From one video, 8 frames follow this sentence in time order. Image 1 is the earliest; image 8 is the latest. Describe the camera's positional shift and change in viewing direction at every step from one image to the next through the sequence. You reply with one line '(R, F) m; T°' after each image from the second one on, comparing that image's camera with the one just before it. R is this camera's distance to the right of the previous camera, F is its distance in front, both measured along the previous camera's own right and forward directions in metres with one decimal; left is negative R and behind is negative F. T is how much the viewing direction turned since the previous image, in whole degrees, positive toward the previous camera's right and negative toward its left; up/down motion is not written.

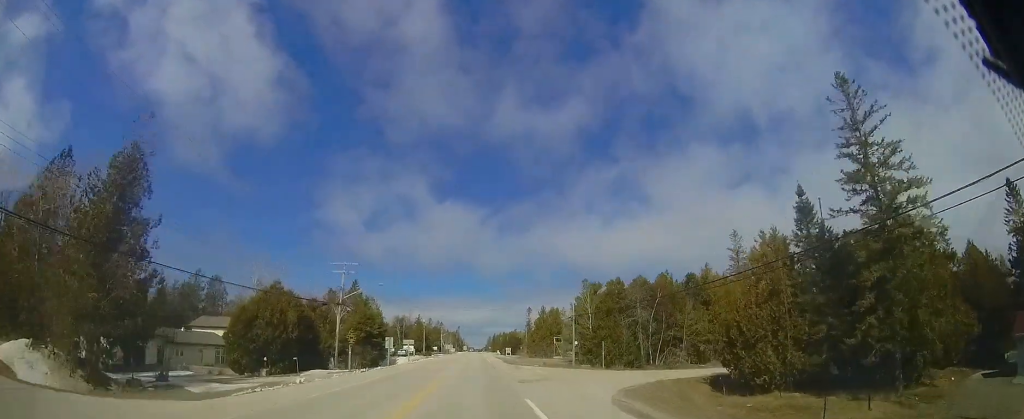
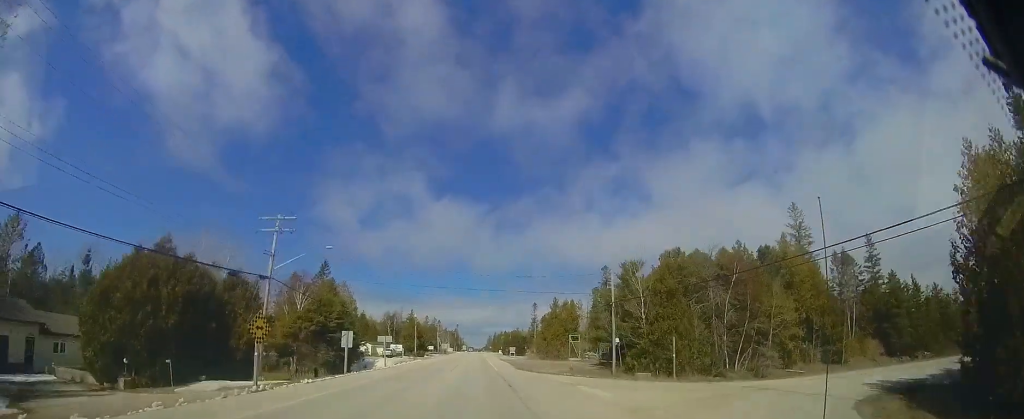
(0.0, +12.9) m; 0°
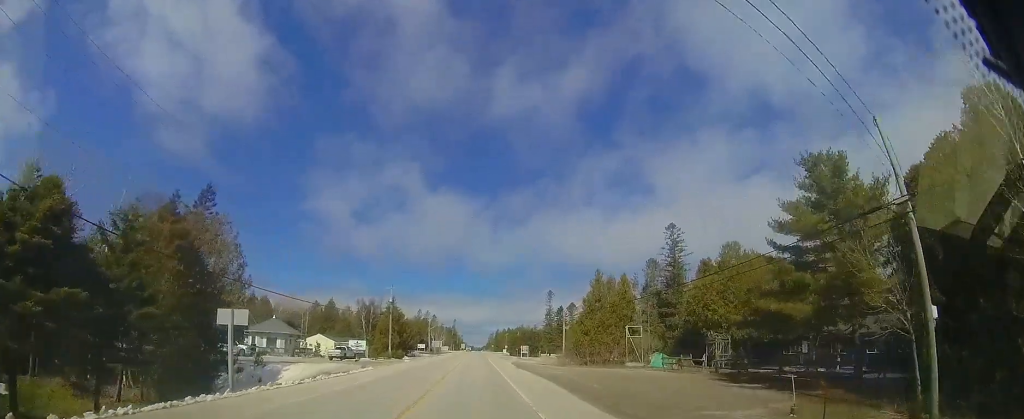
(0.0, +24.2) m; 0°
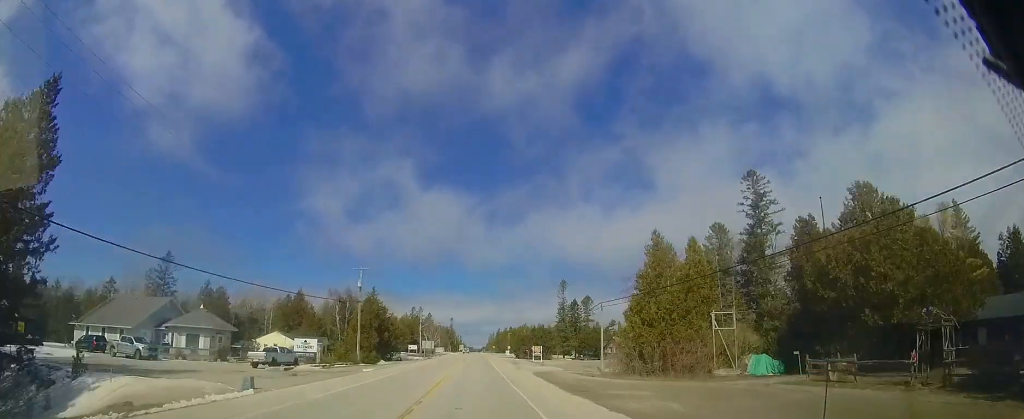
(0.0, +15.3) m; 0°
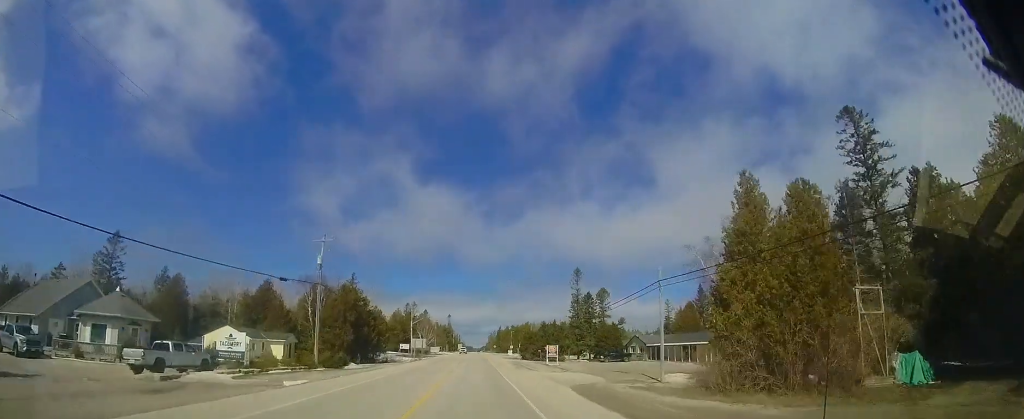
(0.0, +11.3) m; 0°
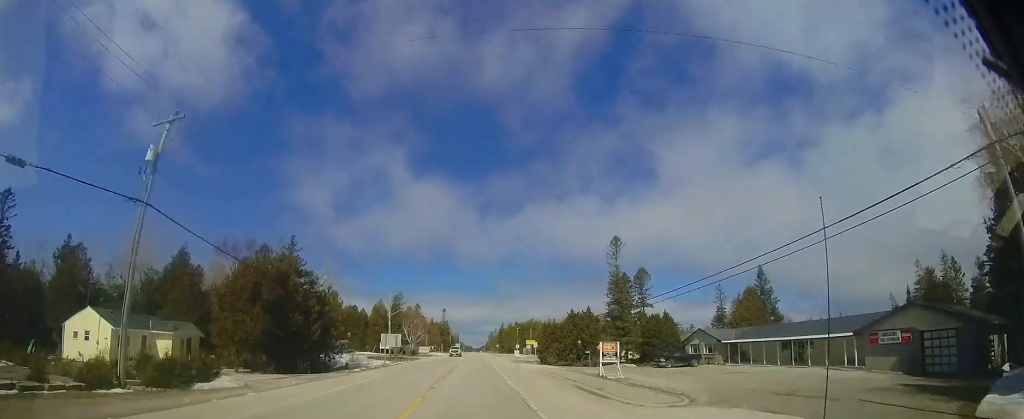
(0.0, +19.2) m; 0°
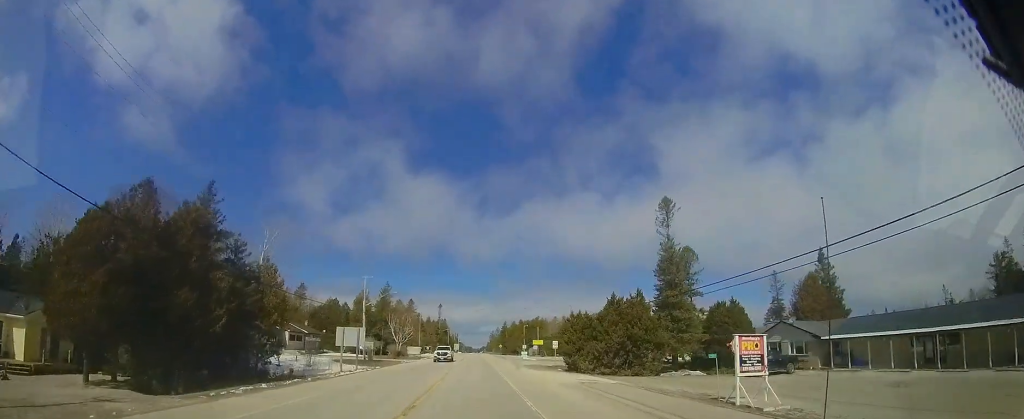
(0.0, +13.6) m; 0°
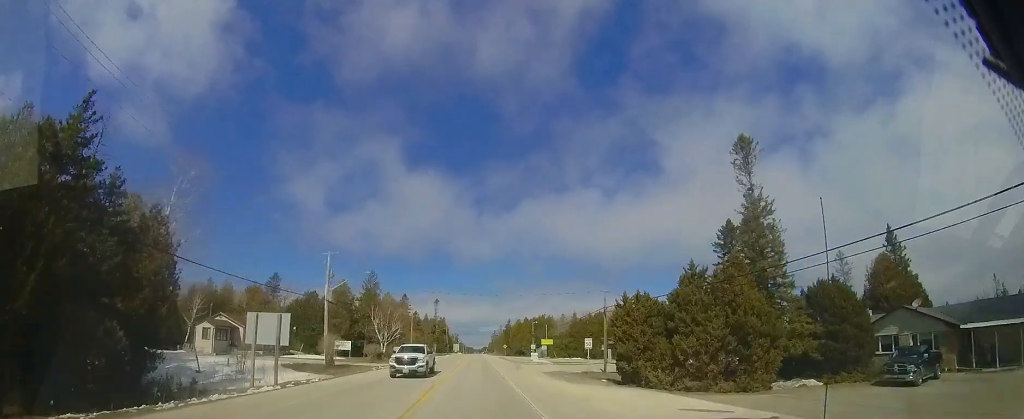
(0.0, +12.0) m; 0°
